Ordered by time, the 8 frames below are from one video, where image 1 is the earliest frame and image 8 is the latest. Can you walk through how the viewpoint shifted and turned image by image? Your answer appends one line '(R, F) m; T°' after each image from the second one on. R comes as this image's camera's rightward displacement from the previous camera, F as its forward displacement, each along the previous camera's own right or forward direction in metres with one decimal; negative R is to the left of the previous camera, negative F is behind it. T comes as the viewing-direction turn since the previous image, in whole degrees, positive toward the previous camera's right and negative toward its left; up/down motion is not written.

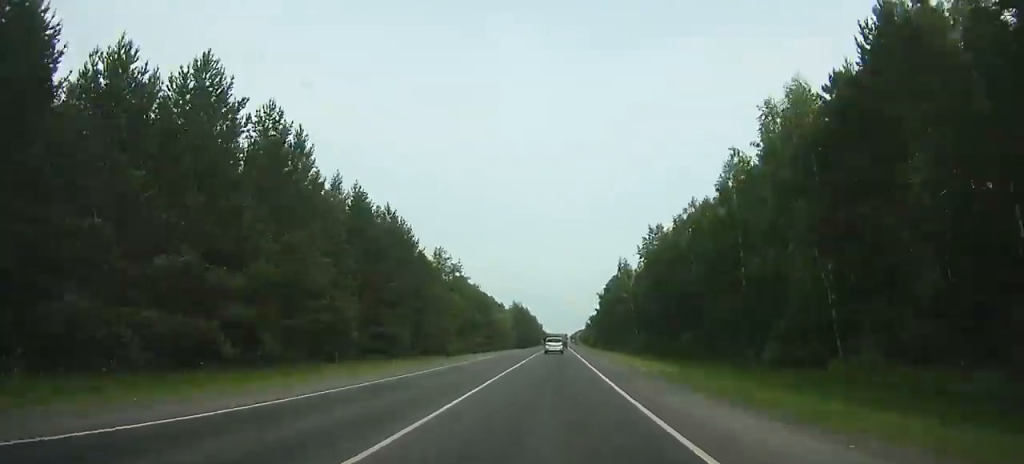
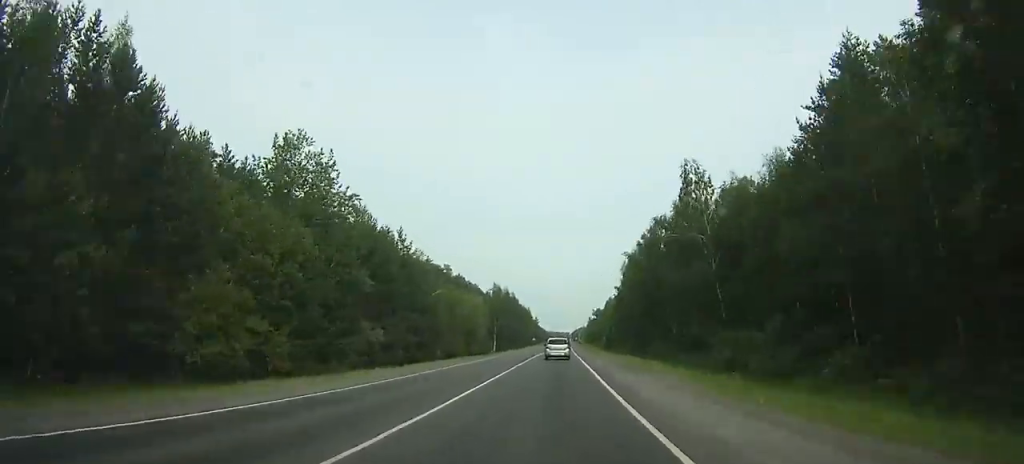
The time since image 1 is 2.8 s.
(+0.2, +59.6) m; +1°
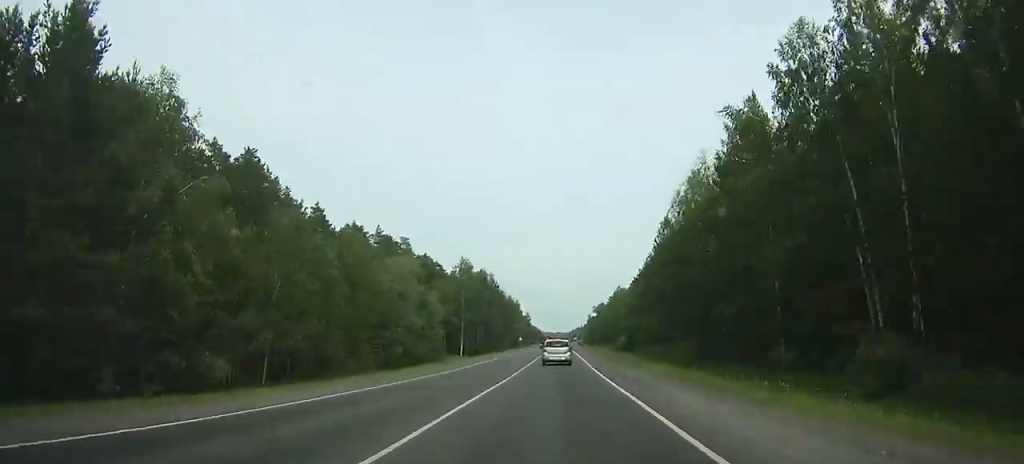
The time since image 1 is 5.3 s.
(+0.5, +47.4) m; +1°
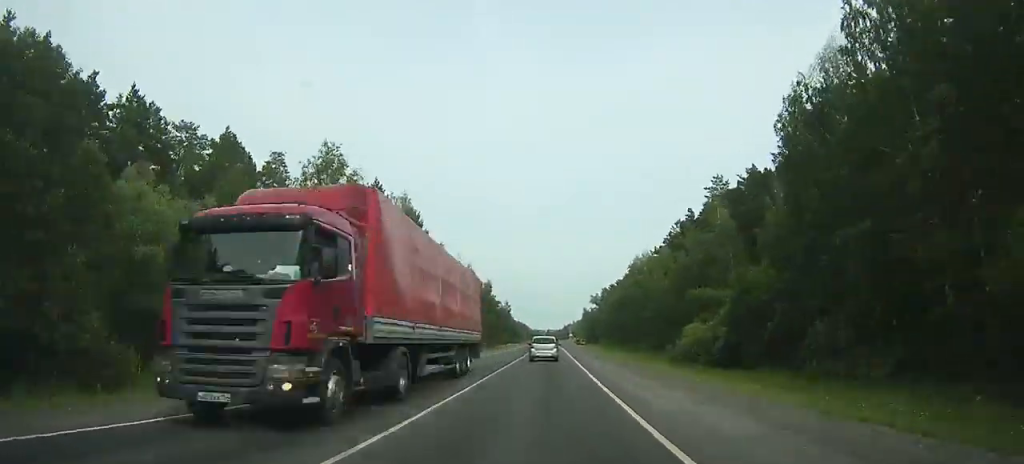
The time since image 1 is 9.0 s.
(+0.2, +61.8) m; +1°
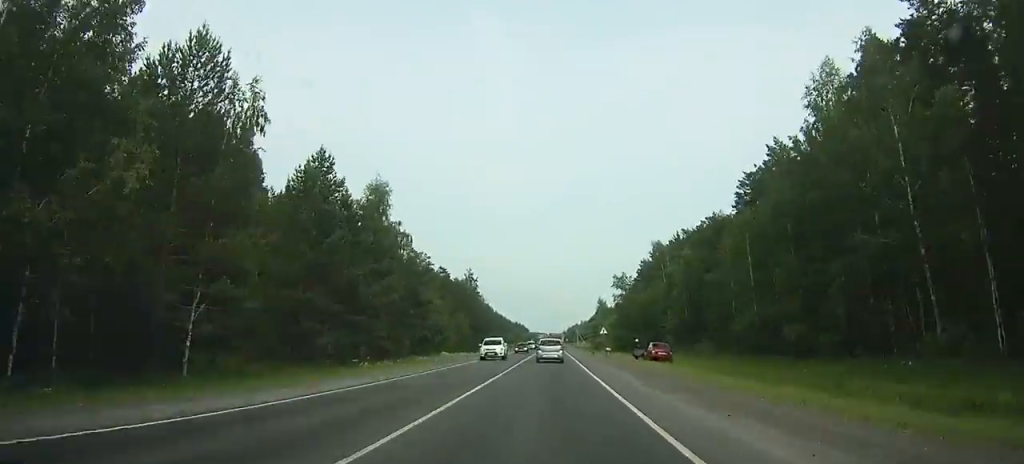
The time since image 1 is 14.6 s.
(+3.1, +78.6) m; 0°
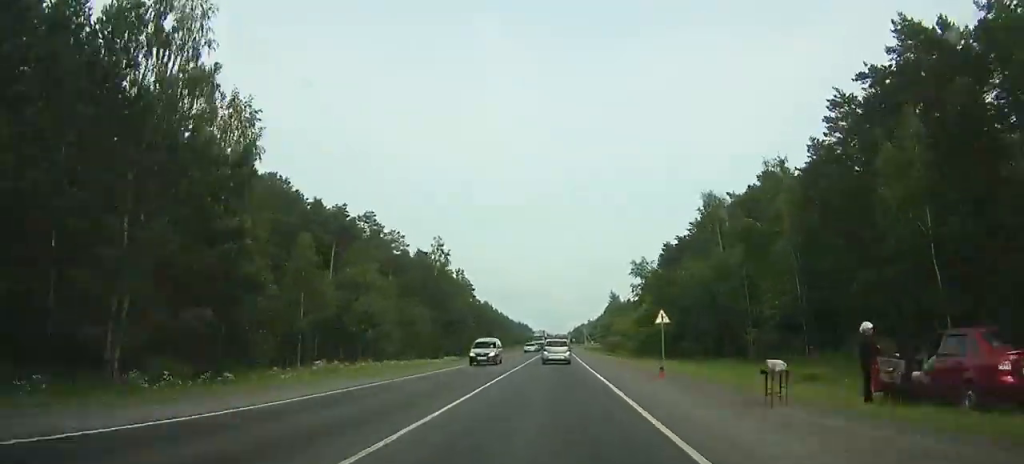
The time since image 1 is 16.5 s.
(-1.4, +27.4) m; -4°
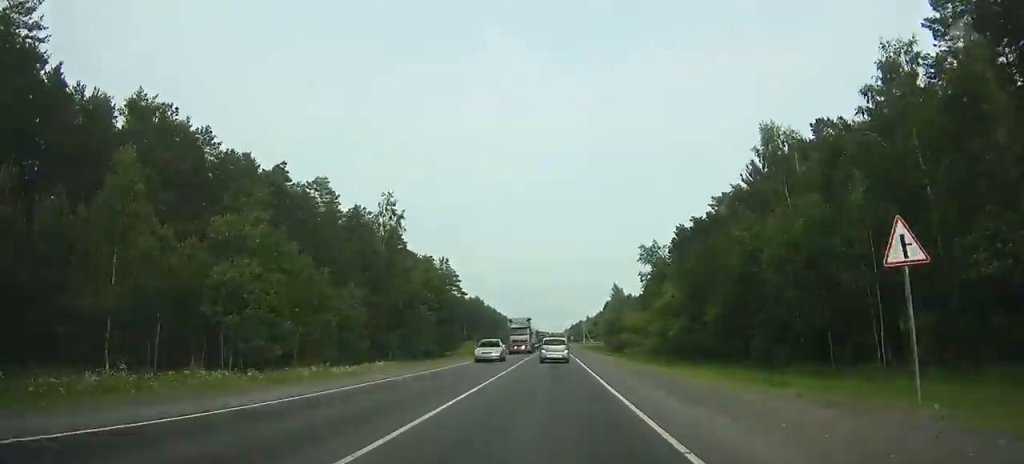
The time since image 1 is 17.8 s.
(-0.5, +21.5) m; -1°
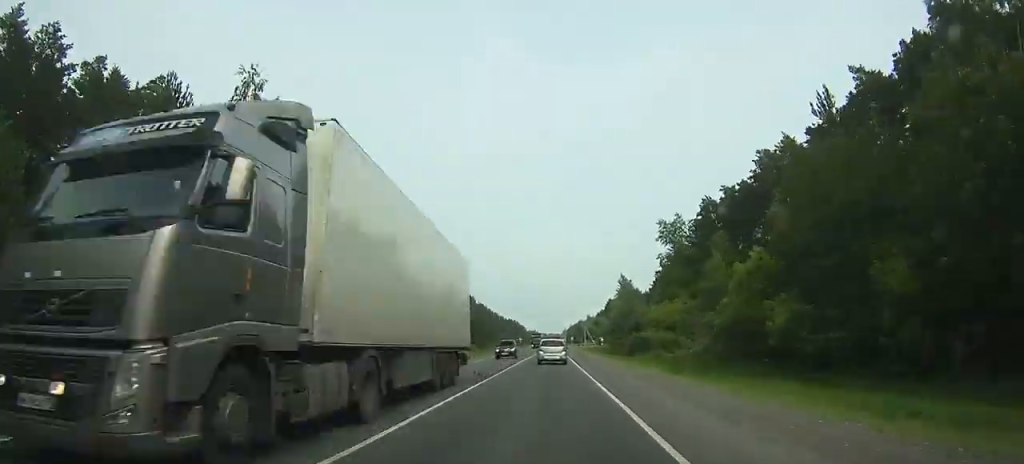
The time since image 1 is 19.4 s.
(-0.9, +29.3) m; 0°
